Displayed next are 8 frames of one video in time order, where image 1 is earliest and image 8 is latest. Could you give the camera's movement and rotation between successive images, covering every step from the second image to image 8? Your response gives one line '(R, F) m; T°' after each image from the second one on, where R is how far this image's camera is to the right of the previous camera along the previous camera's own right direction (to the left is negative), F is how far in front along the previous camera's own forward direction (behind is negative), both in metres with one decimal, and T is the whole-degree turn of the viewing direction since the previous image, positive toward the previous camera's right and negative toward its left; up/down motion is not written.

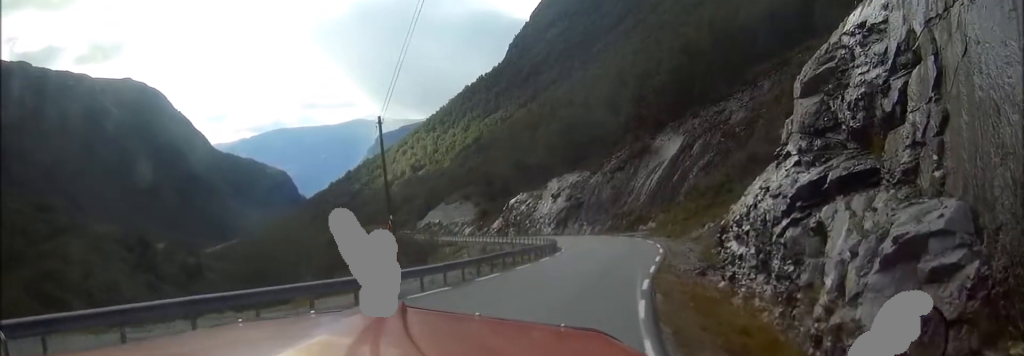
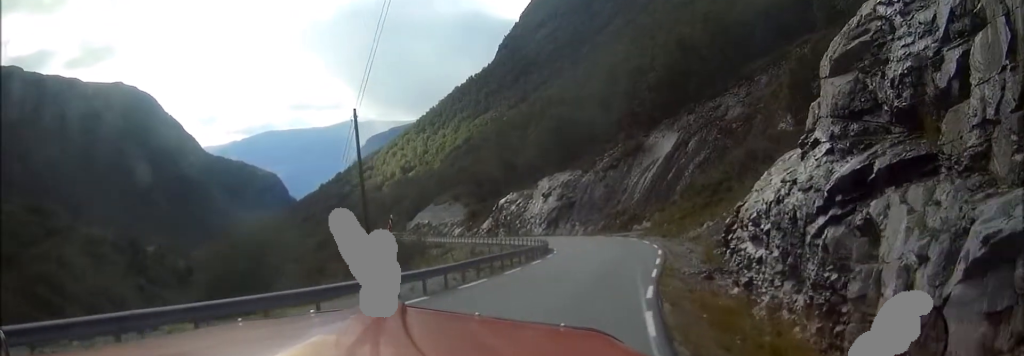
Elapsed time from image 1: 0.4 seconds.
(+0.1, +2.9) m; +7°
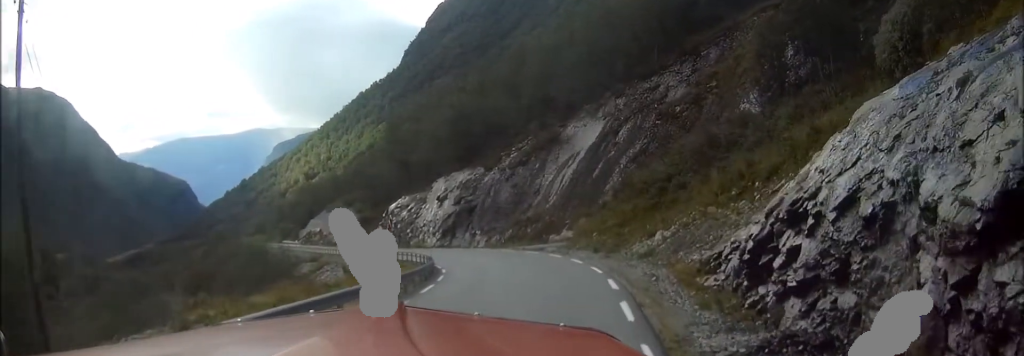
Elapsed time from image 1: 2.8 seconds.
(+5.4, +16.4) m; +23°
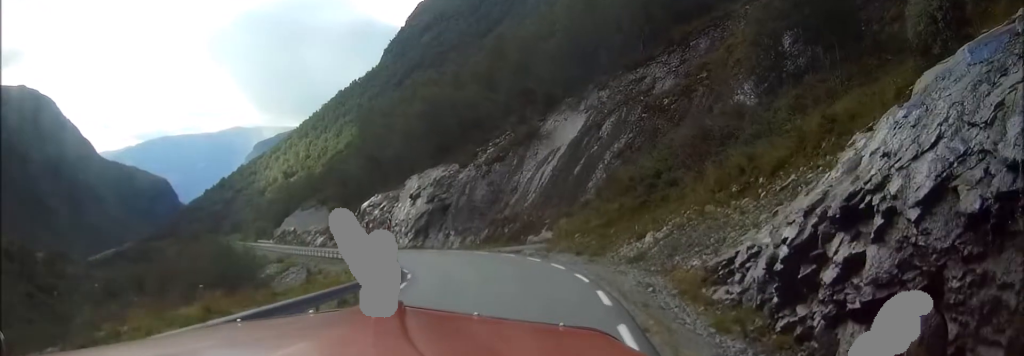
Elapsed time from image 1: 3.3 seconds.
(+0.1, +4.3) m; -4°
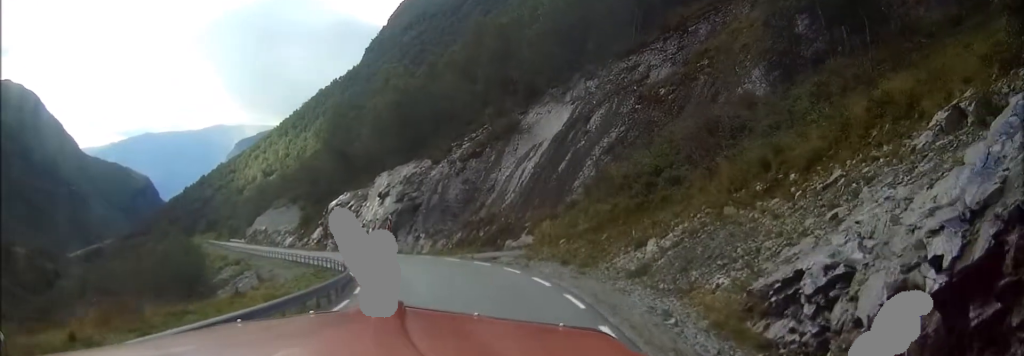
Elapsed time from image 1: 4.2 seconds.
(-0.7, +6.5) m; -8°
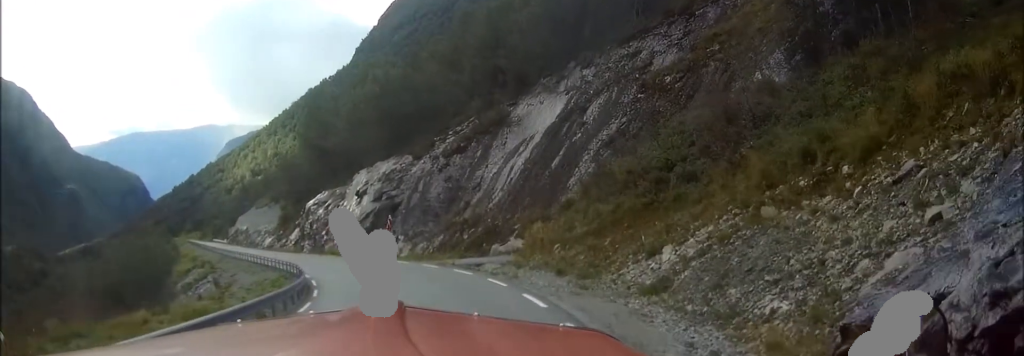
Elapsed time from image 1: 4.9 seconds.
(-0.3, +5.4) m; -3°
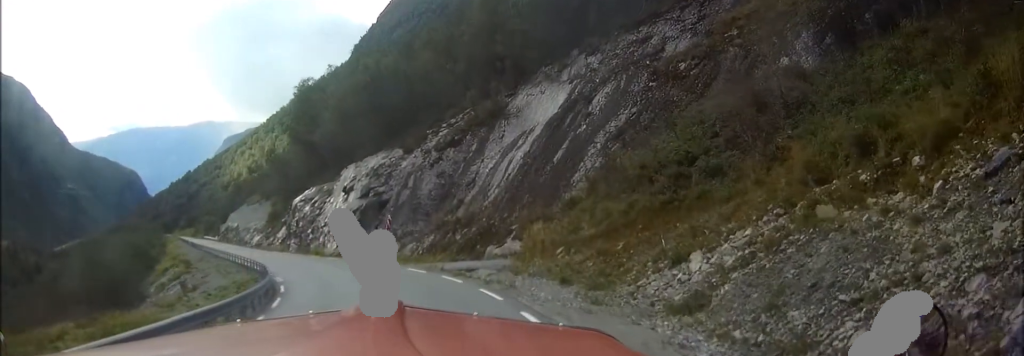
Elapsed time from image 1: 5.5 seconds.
(-0.1, +4.4) m; -1°
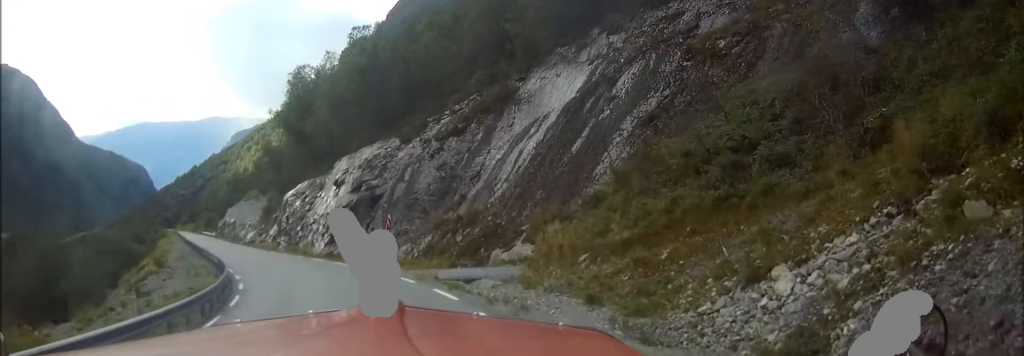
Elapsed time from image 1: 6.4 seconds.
(0.0, +6.6) m; 0°
